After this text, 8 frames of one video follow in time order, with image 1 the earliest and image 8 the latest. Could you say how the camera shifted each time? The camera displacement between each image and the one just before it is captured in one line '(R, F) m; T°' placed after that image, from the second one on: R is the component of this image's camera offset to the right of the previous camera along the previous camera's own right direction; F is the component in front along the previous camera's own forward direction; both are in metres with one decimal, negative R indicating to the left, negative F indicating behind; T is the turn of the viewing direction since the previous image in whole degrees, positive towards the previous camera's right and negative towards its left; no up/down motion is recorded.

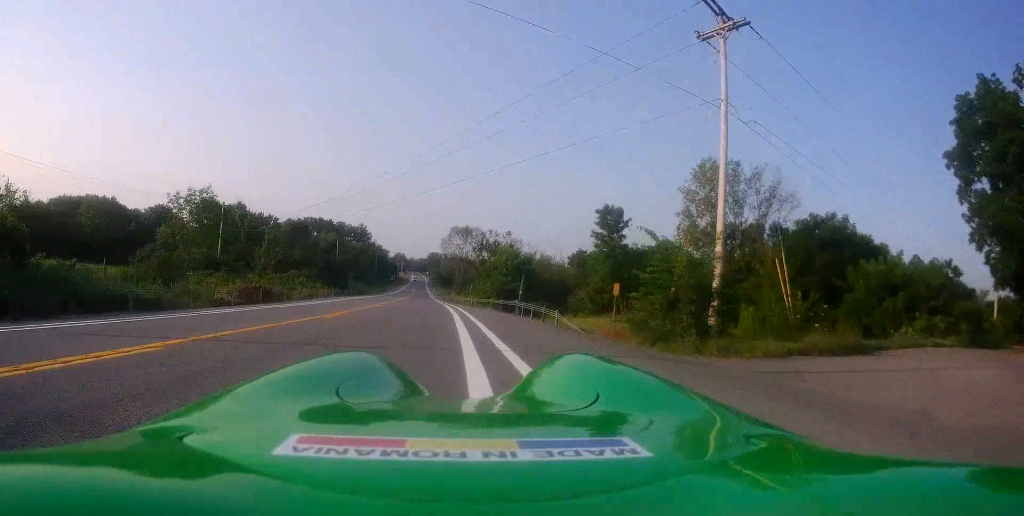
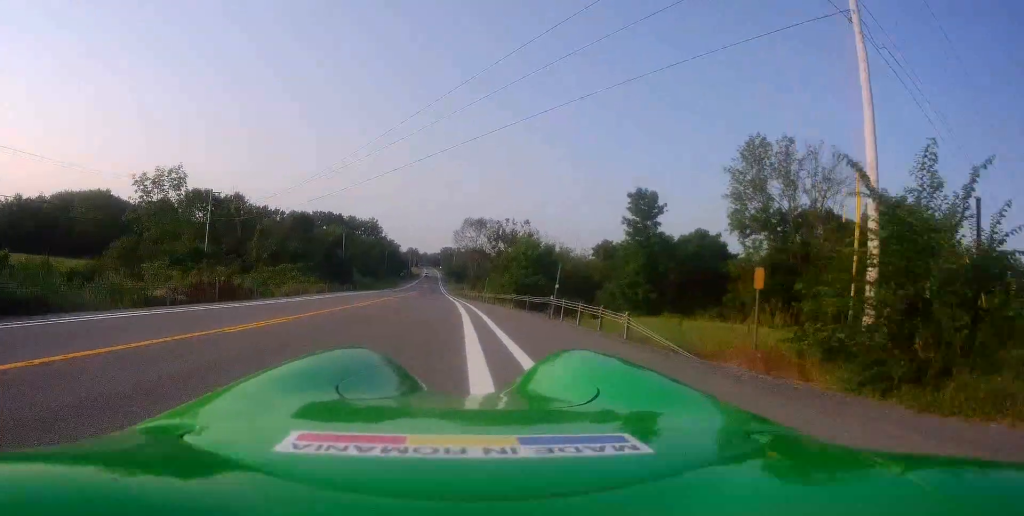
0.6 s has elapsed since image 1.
(0.0, +7.7) m; 0°
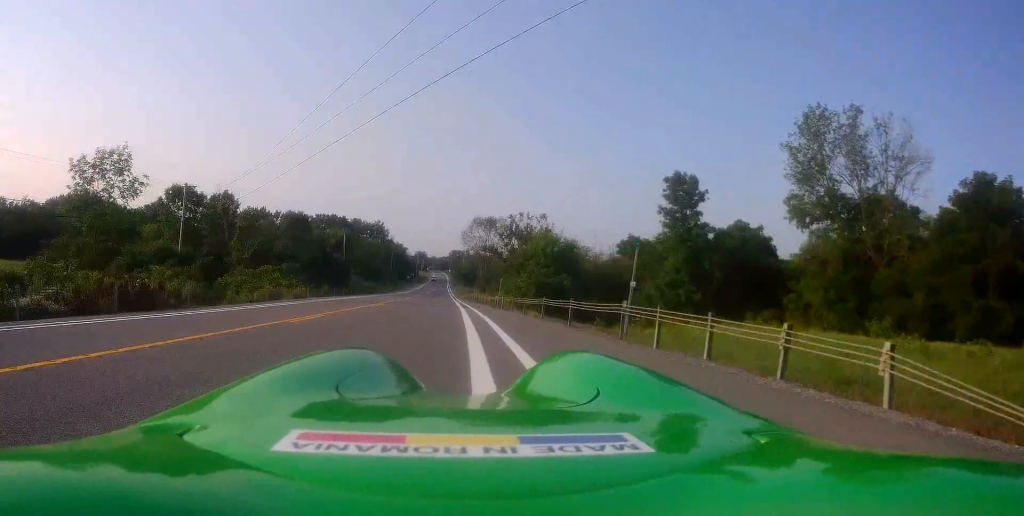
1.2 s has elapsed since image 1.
(0.0, +8.3) m; -1°
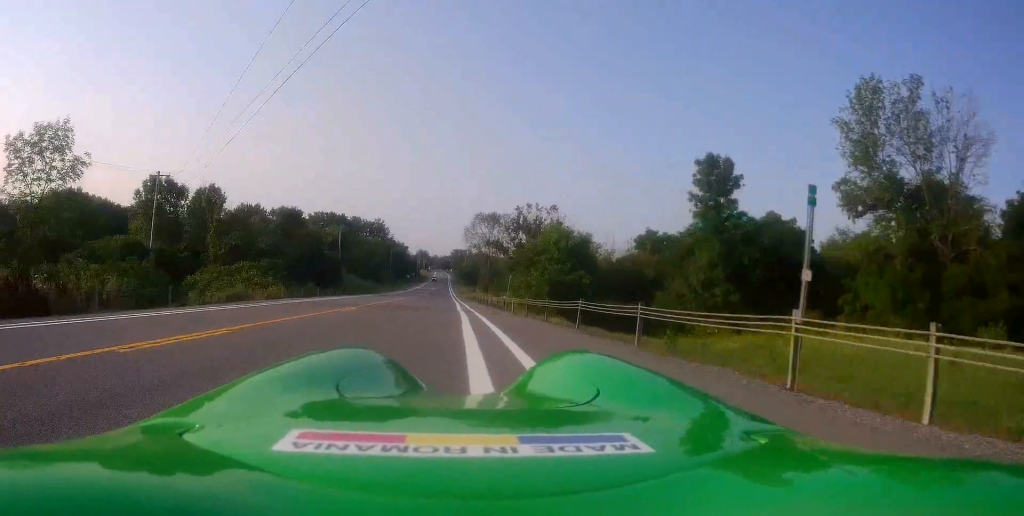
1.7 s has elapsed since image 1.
(+0.1, +6.2) m; -2°
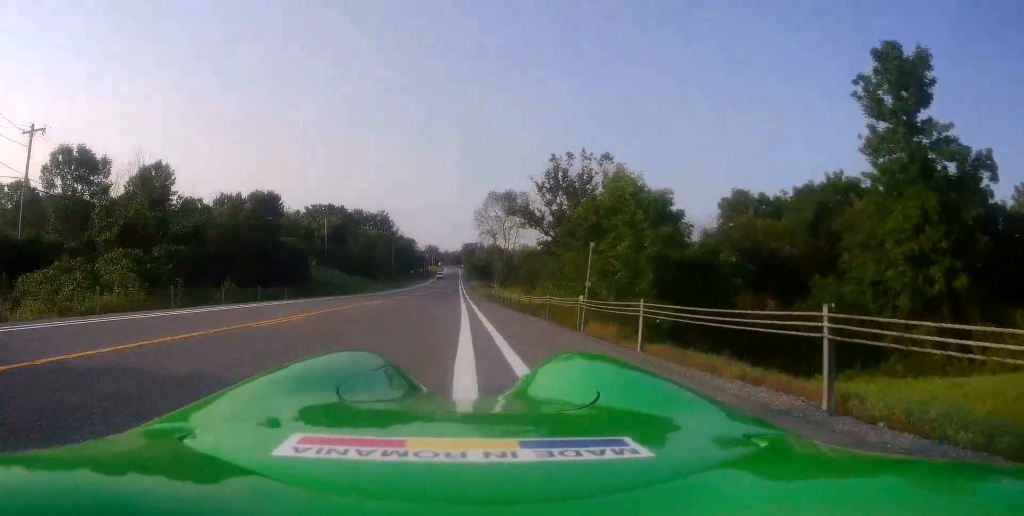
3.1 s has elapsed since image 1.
(-0.9, +19.9) m; -3°
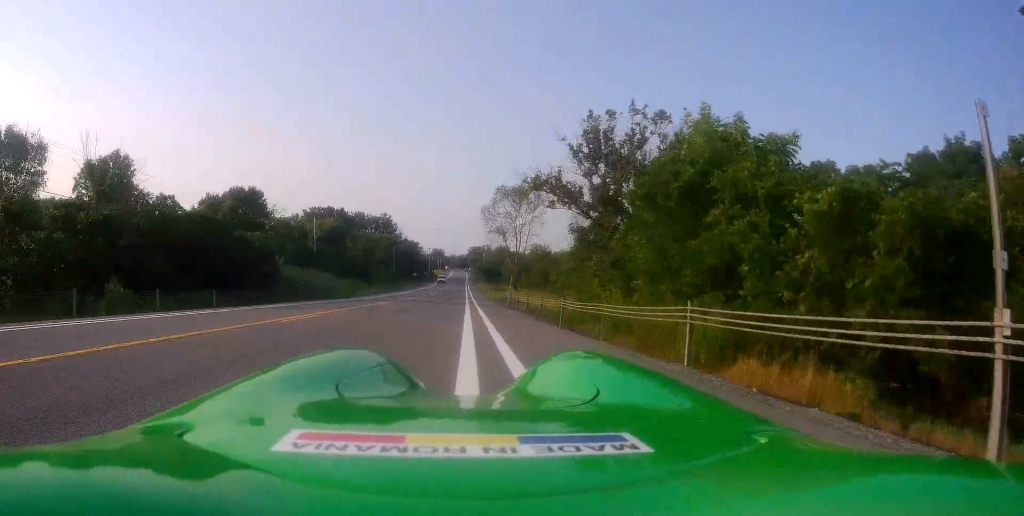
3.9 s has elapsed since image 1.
(+0.3, +11.1) m; -1°
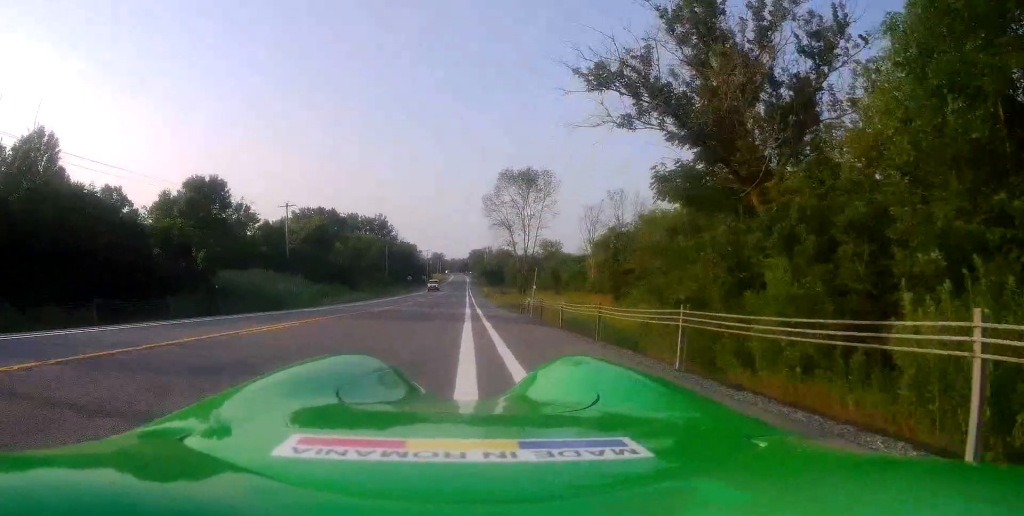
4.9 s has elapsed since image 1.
(-0.6, +13.9) m; 0°
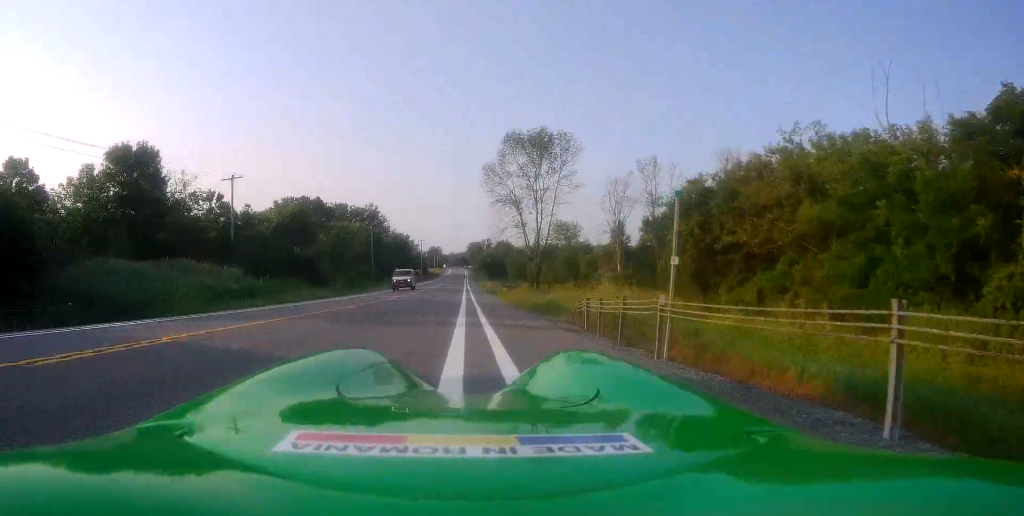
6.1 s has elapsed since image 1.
(+0.8, +17.7) m; +1°
